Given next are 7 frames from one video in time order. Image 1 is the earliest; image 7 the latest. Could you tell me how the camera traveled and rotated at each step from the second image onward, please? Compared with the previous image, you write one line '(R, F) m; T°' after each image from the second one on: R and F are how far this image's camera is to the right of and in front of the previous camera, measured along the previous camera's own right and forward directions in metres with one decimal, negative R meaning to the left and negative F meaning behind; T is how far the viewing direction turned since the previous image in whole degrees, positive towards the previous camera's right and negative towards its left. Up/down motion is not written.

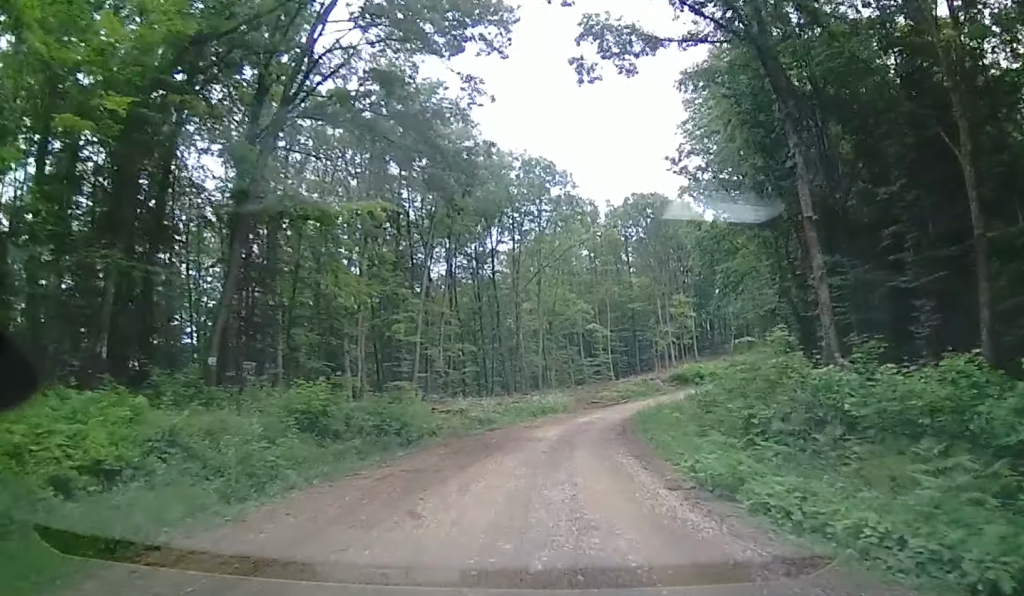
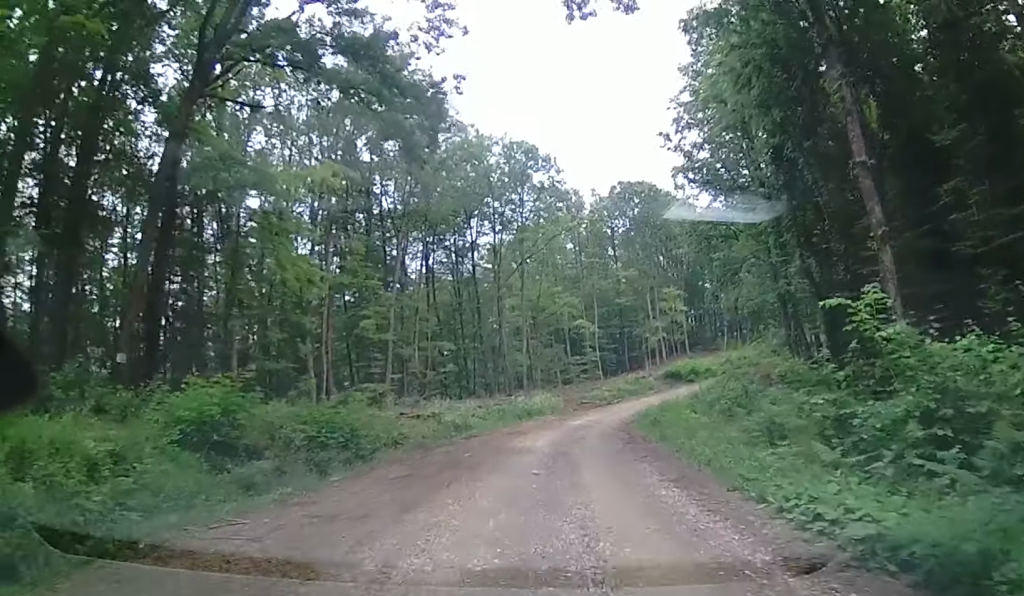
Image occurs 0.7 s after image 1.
(+0.2, +4.5) m; +3°
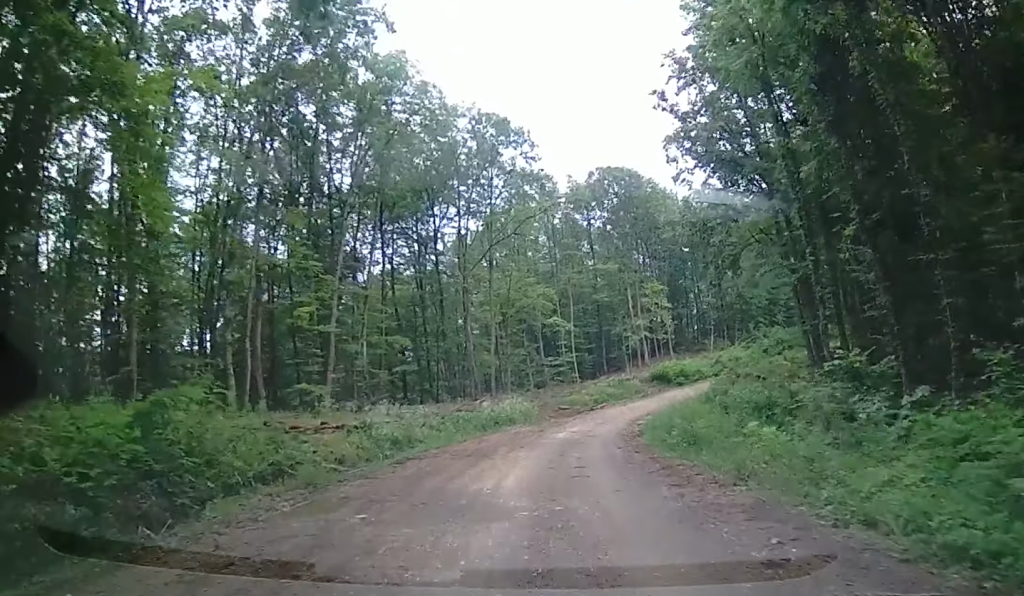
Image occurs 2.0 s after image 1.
(+0.1, +7.8) m; +2°
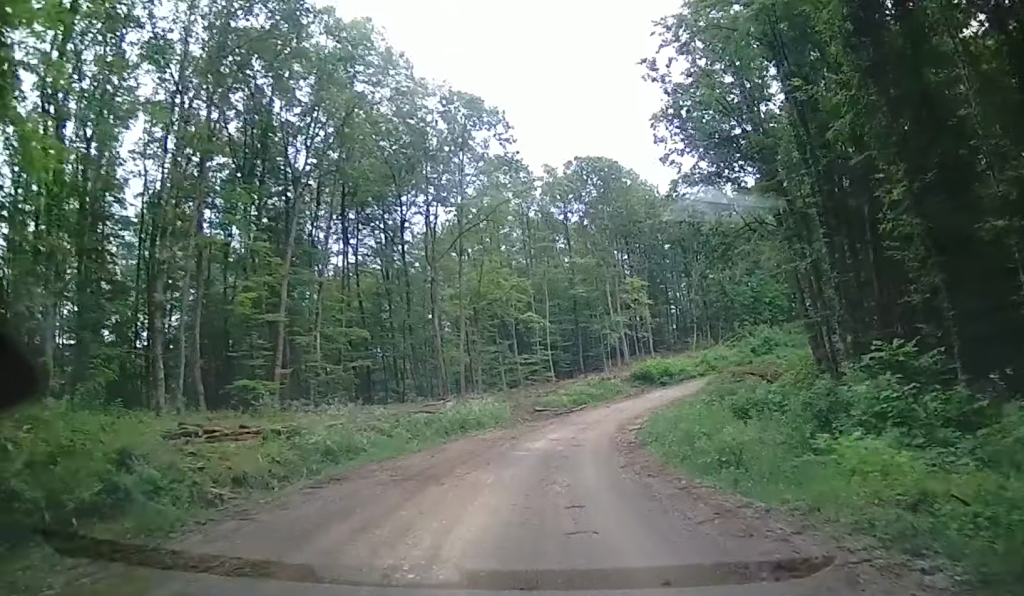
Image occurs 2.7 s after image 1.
(+0.1, +4.6) m; +3°
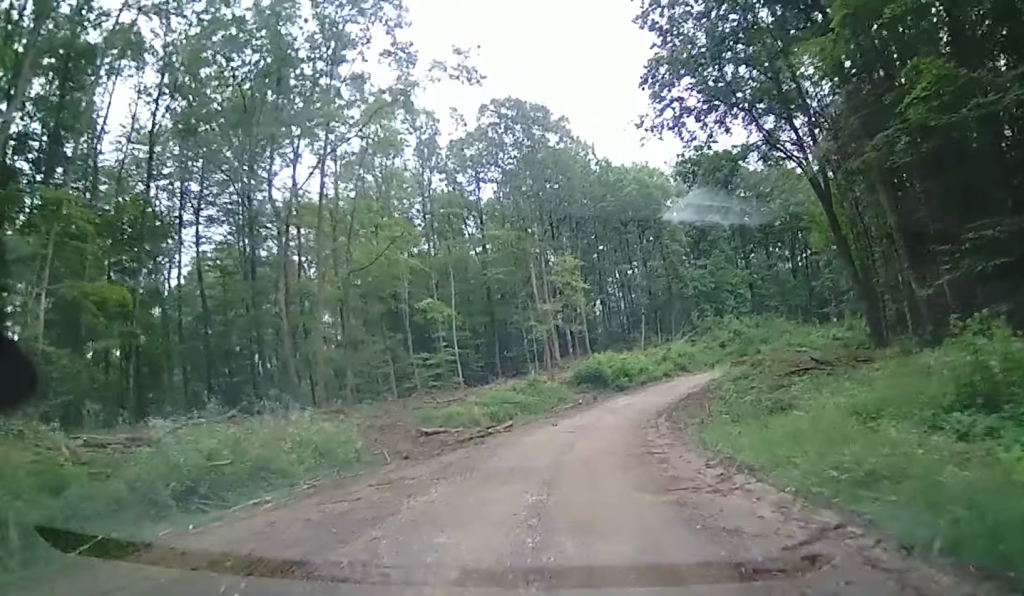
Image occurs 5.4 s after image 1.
(+3.6, +18.2) m; +16°
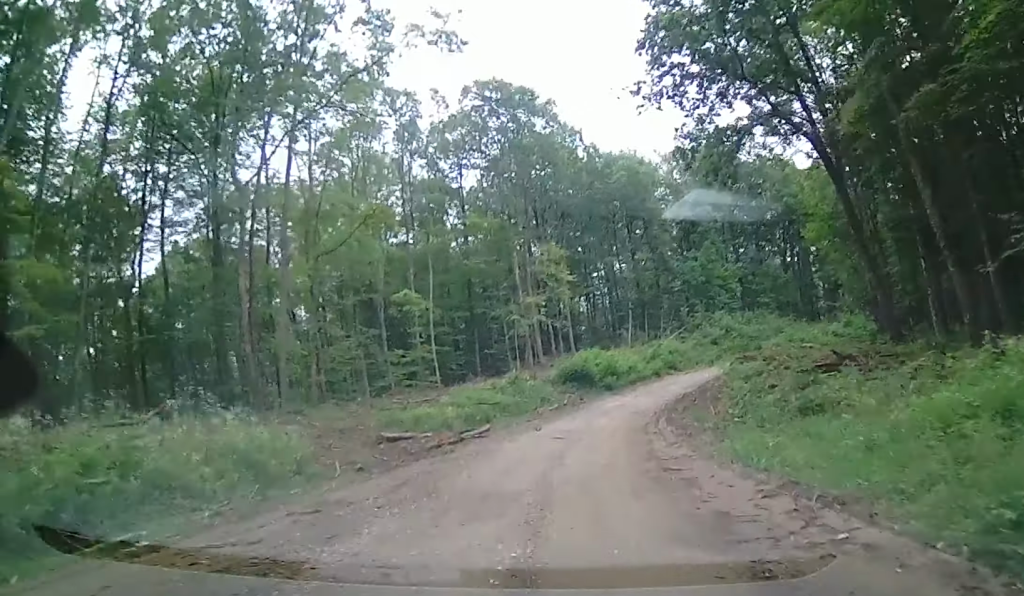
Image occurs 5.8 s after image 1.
(0.0, +3.2) m; +2°
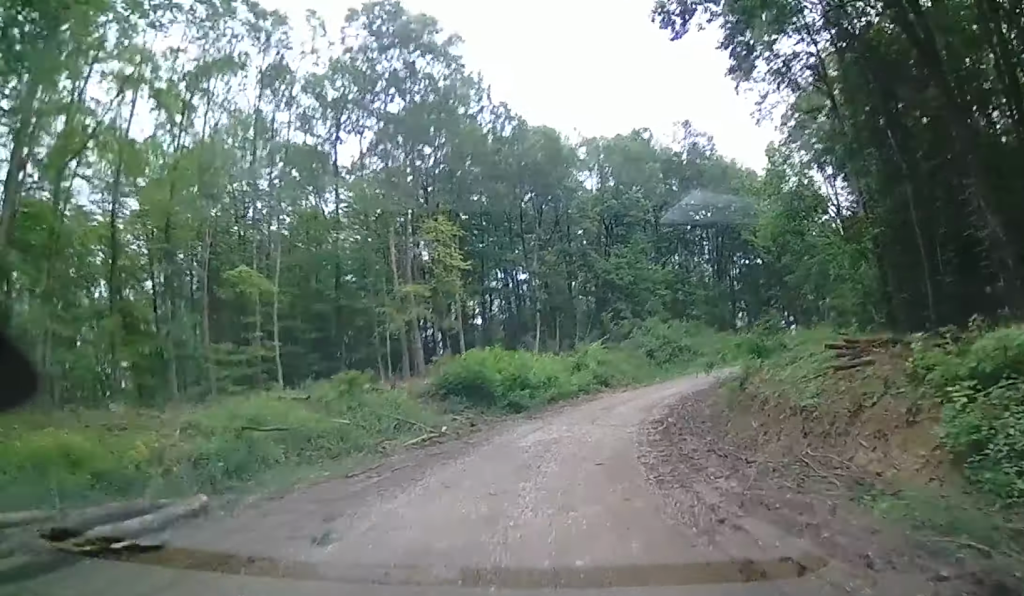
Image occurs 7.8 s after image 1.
(+0.6, +15.0) m; +3°
